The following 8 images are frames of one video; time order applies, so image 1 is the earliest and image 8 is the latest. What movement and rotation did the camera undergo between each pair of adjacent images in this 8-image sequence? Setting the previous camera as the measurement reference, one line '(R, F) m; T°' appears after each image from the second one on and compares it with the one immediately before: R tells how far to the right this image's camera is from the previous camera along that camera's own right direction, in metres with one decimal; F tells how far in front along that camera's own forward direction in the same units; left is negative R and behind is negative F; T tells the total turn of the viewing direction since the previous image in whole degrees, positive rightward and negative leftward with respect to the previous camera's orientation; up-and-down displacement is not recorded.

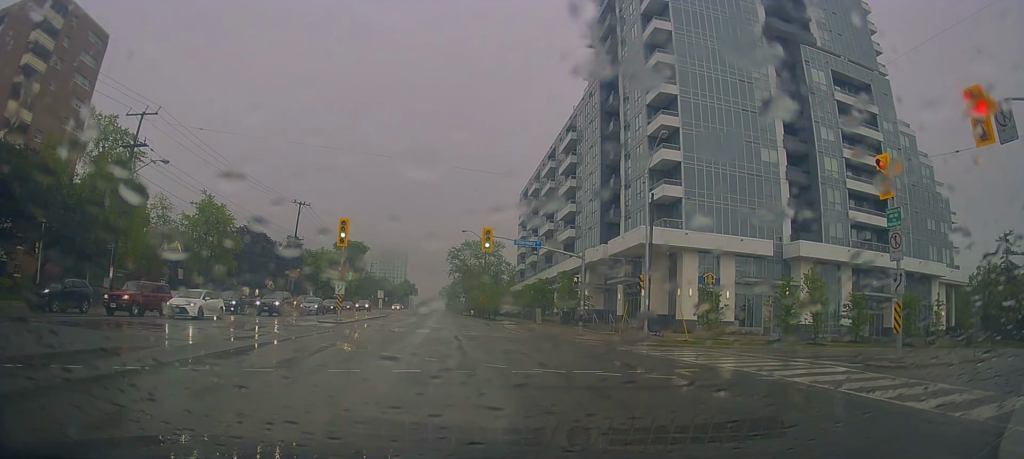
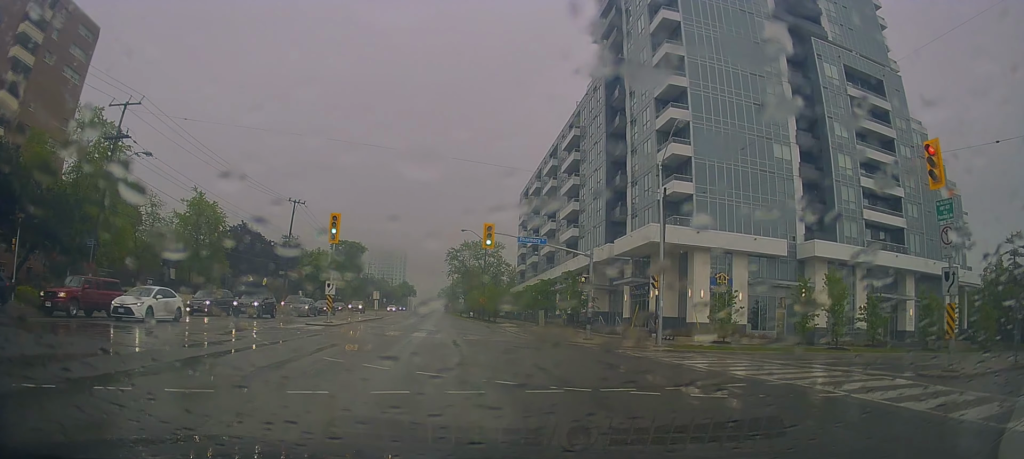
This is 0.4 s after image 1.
(-0.1, +2.5) m; 0°
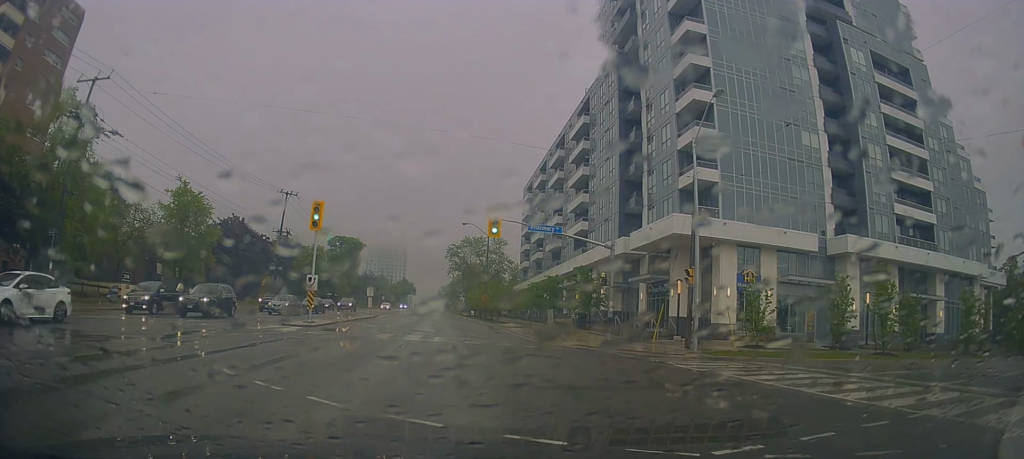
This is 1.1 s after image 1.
(0.0, +4.1) m; +1°
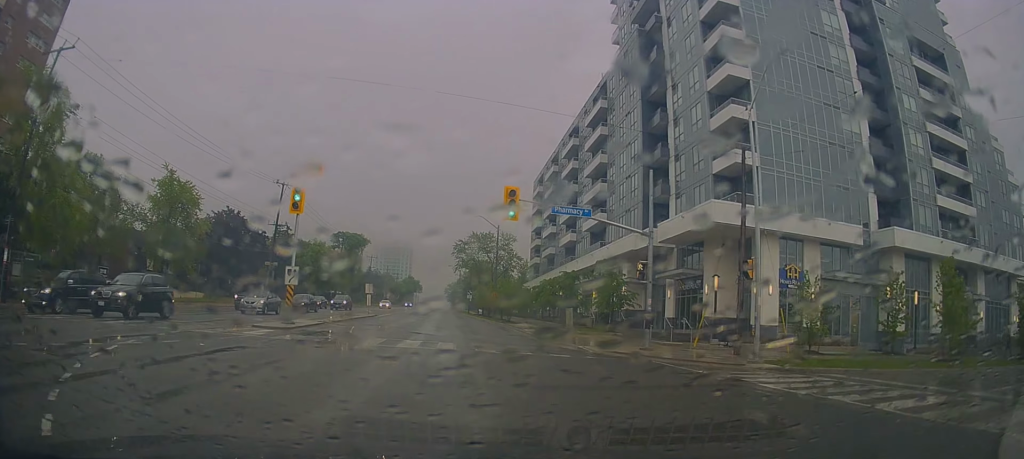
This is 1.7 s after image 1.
(+0.1, +4.7) m; +1°
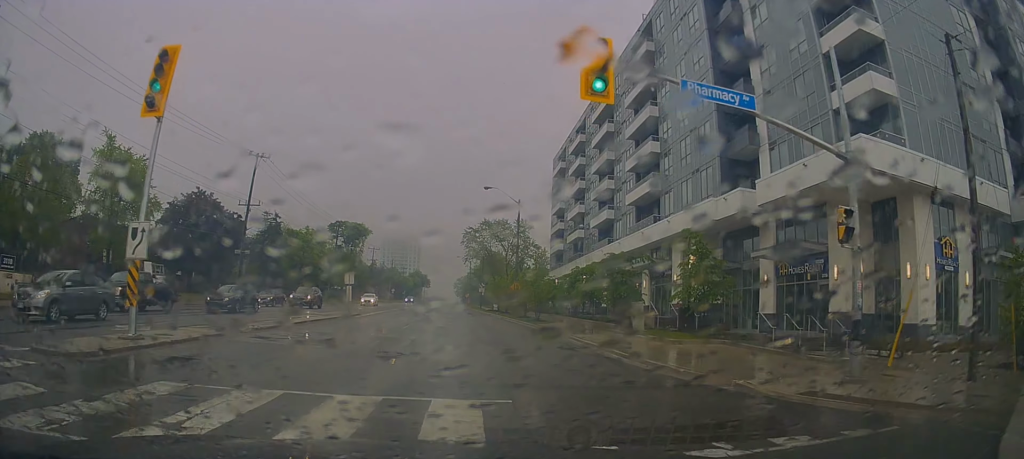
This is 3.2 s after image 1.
(-0.2, +13.0) m; -1°
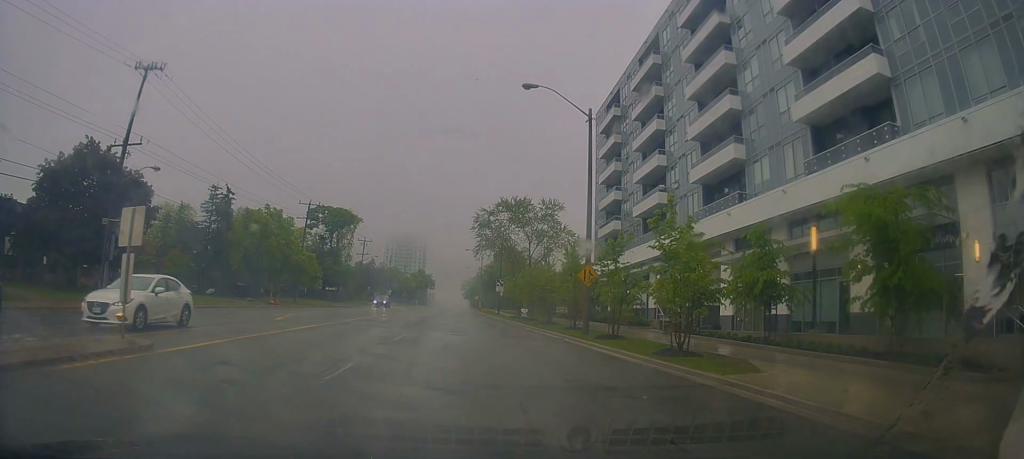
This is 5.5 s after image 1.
(-0.2, +24.7) m; 0°
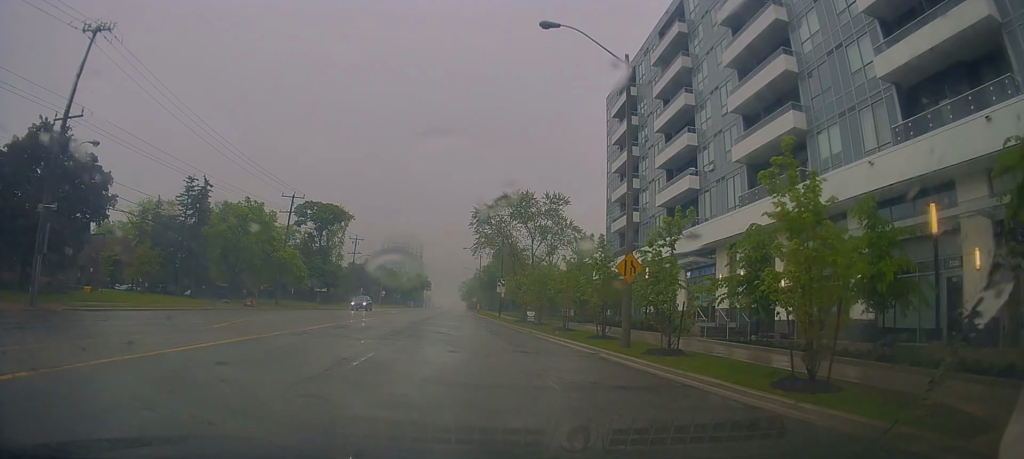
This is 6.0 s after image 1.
(0.0, +6.8) m; 0°
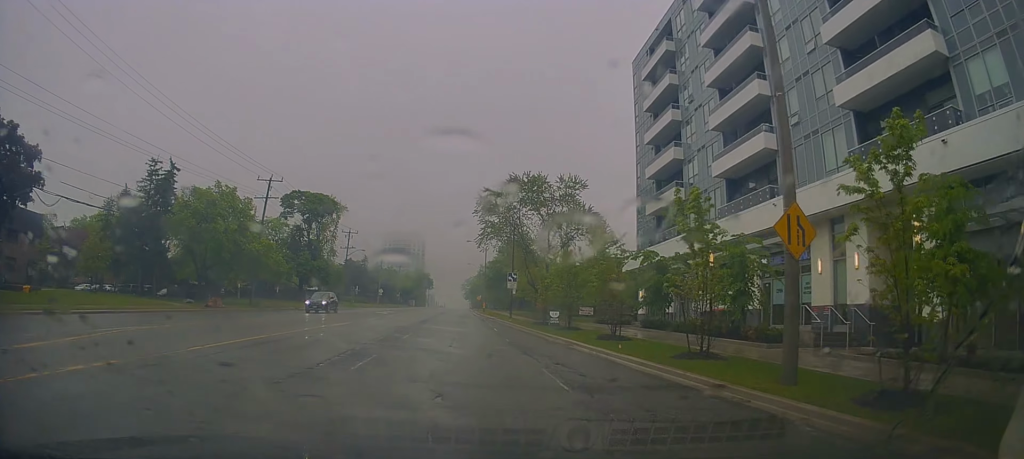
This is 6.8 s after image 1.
(+0.2, +9.8) m; 0°
